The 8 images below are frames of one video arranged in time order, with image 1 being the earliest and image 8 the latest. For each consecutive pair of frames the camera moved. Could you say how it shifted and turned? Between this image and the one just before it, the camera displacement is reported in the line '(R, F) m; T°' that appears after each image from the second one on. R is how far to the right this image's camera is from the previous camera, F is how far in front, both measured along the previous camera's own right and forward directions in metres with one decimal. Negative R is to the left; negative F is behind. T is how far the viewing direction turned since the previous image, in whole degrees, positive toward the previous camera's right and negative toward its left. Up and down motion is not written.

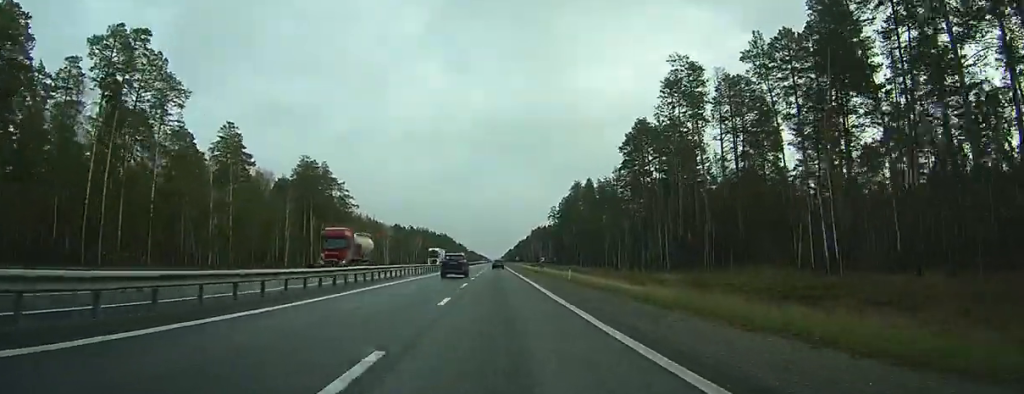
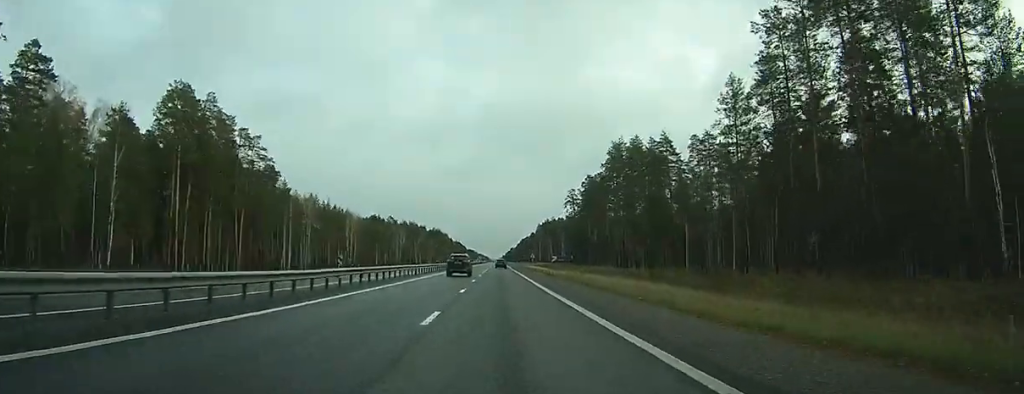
(-0.3, +74.2) m; 0°
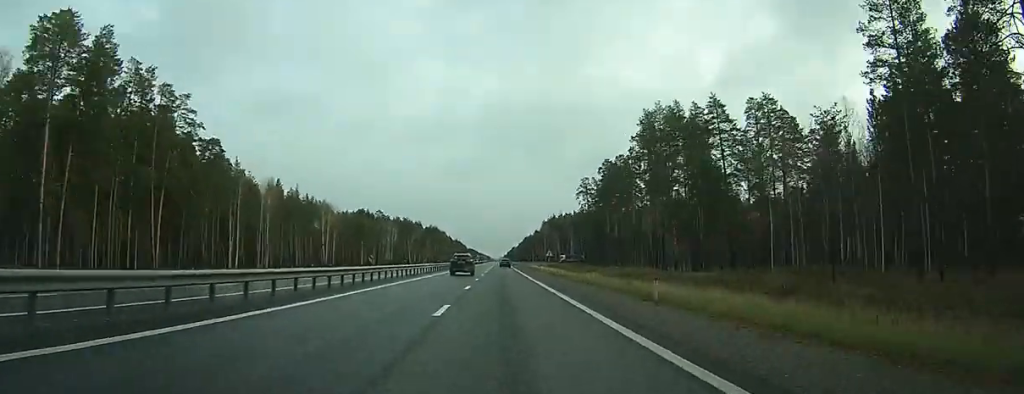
(0.0, +34.7) m; 0°
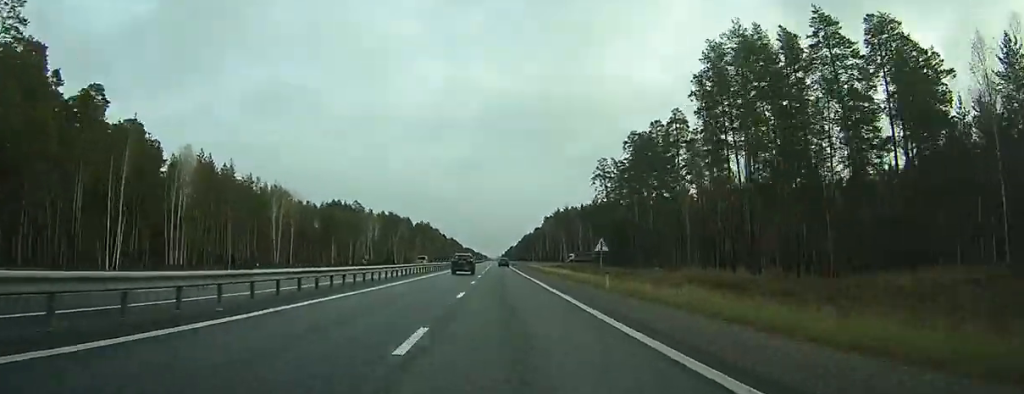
(0.0, +43.3) m; 0°
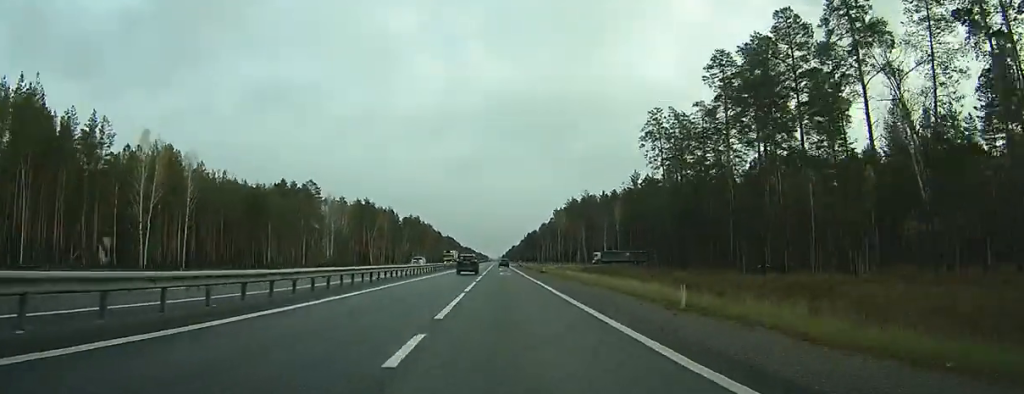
(-0.1, +62.2) m; 0°
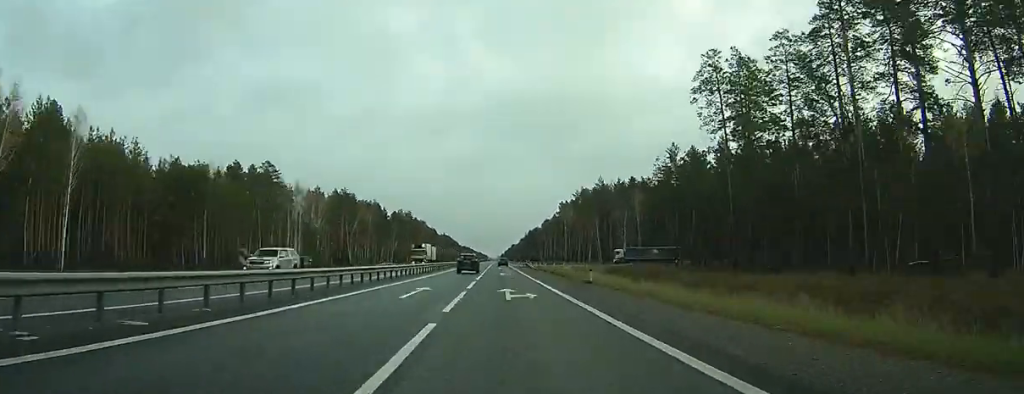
(0.0, +33.9) m; 0°
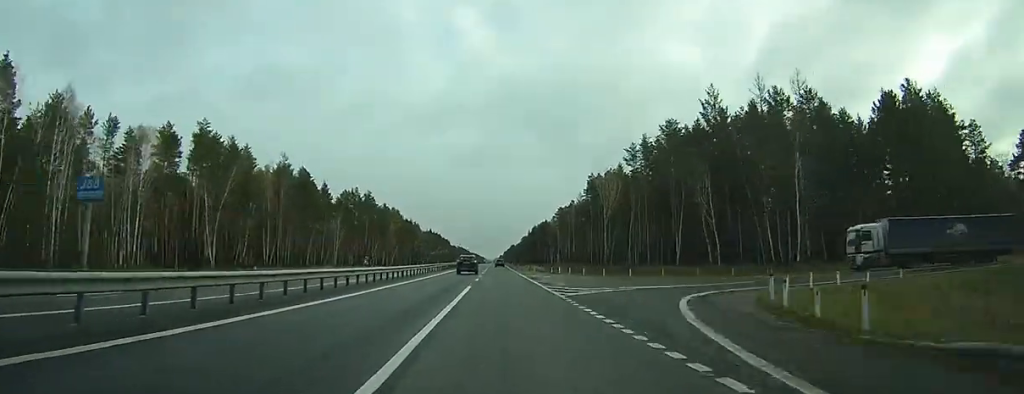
(+0.1, +100.2) m; 0°
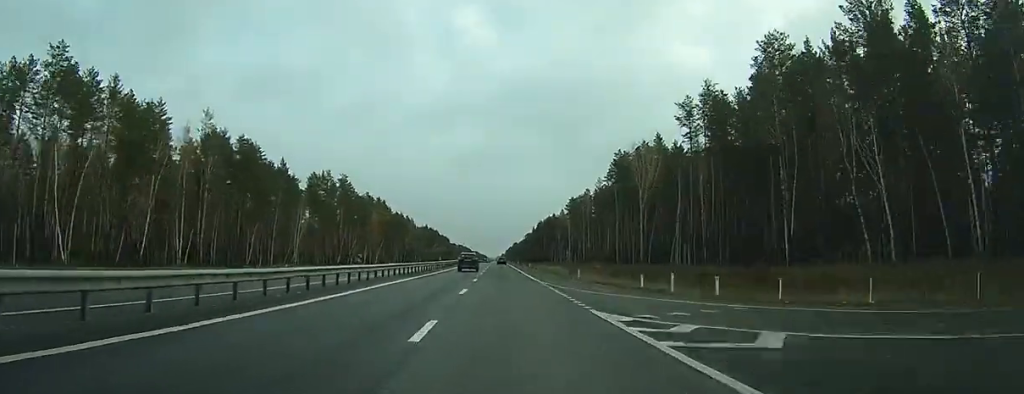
(+0.1, +41.9) m; 0°
